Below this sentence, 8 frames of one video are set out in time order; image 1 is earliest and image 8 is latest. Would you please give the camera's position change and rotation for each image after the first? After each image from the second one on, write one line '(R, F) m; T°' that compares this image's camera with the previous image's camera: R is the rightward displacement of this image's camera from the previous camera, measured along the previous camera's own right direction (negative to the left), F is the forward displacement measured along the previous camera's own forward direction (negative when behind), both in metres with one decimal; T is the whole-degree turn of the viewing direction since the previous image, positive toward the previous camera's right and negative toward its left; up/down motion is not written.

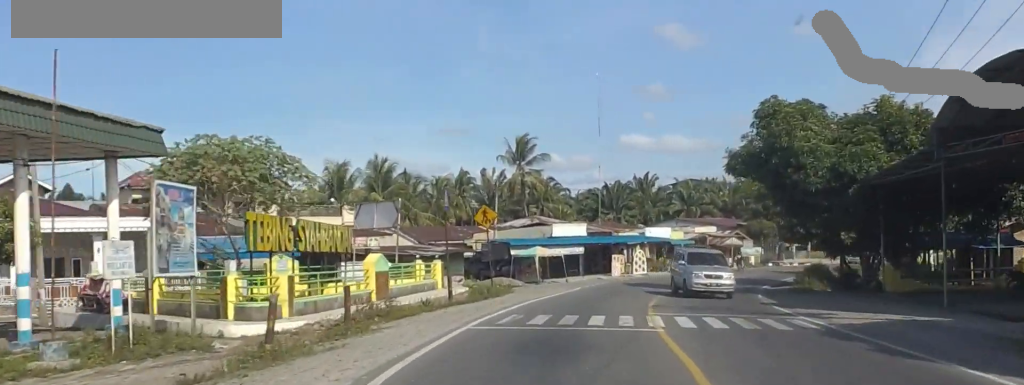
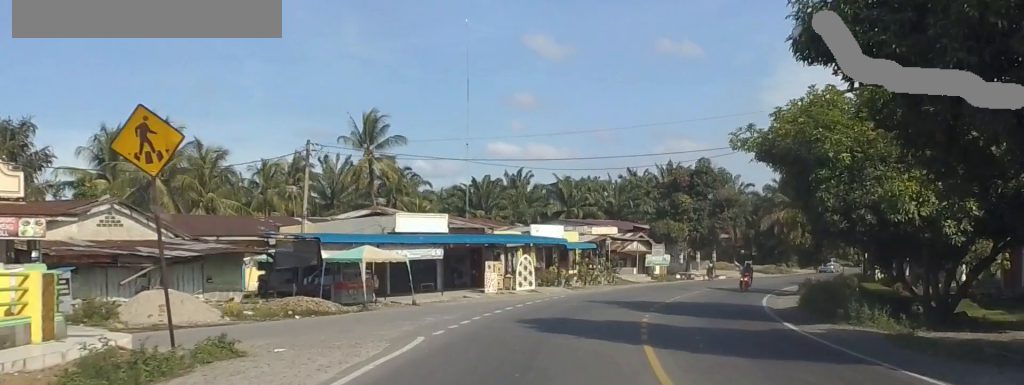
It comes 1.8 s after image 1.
(+1.9, +23.6) m; +11°
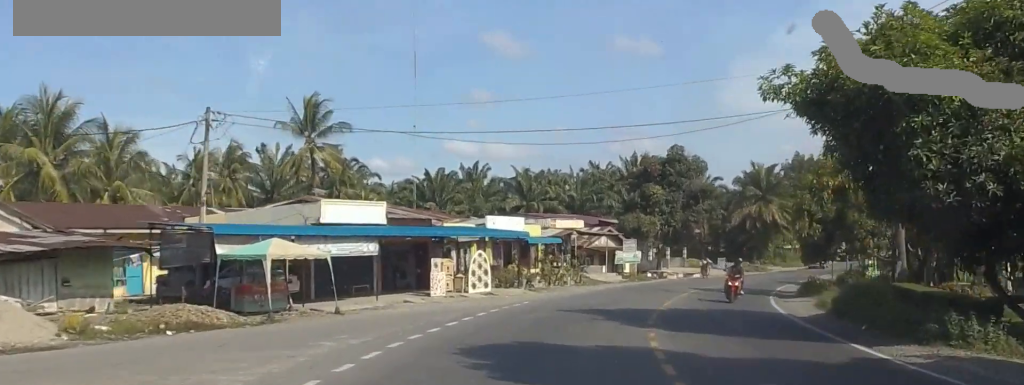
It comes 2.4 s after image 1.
(+0.5, +8.0) m; +4°
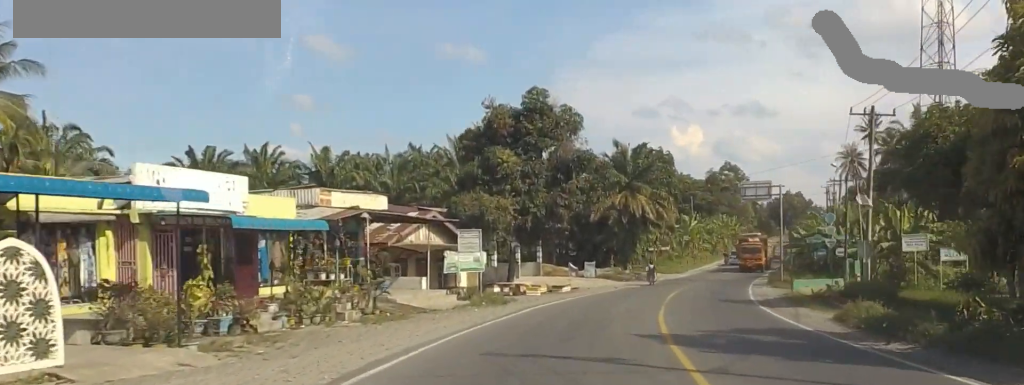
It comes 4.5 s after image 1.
(+4.4, +27.8) m; +14°
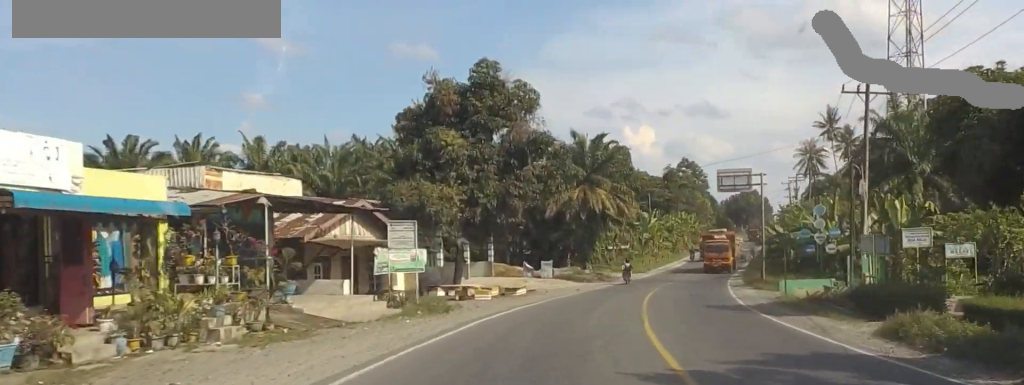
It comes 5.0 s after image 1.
(-0.4, +6.7) m; 0°
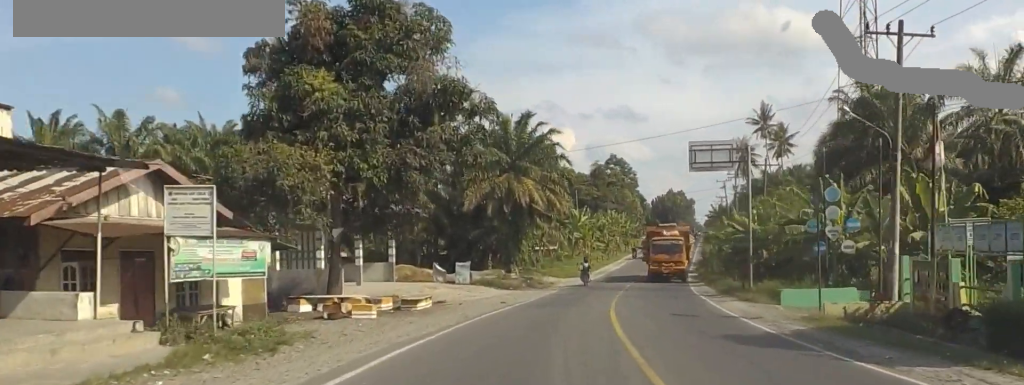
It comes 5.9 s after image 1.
(+0.1, +12.8) m; +2°
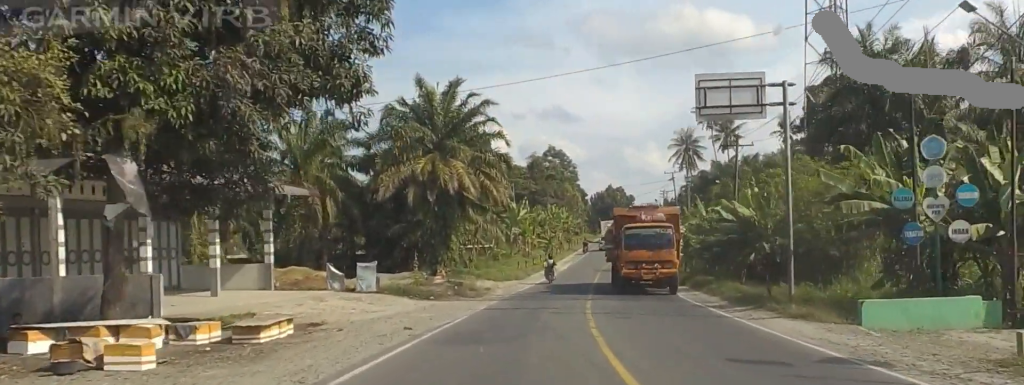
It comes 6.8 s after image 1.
(+0.5, +12.8) m; +4°
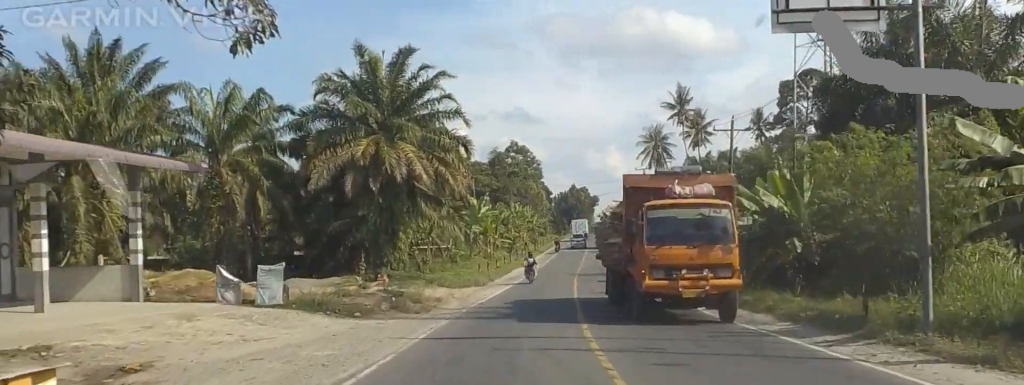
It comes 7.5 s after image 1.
(0.0, +9.5) m; +3°
